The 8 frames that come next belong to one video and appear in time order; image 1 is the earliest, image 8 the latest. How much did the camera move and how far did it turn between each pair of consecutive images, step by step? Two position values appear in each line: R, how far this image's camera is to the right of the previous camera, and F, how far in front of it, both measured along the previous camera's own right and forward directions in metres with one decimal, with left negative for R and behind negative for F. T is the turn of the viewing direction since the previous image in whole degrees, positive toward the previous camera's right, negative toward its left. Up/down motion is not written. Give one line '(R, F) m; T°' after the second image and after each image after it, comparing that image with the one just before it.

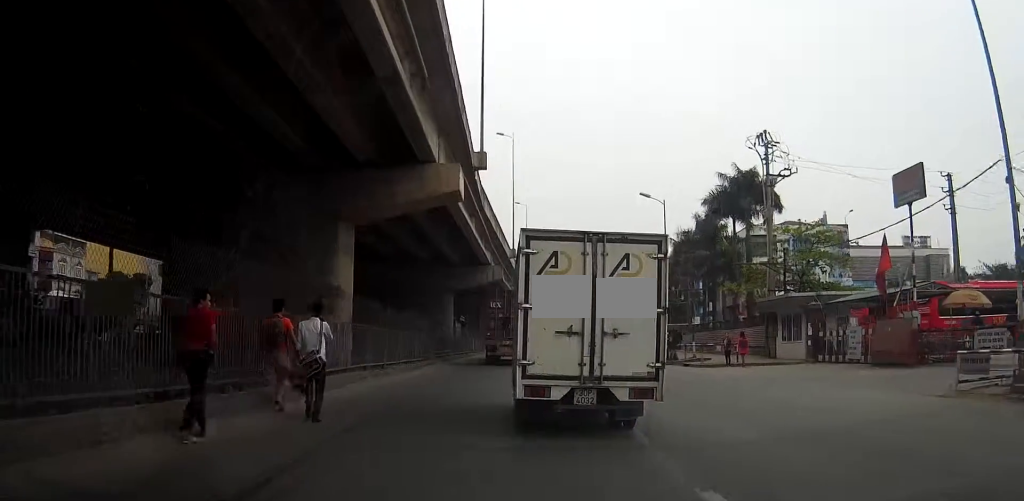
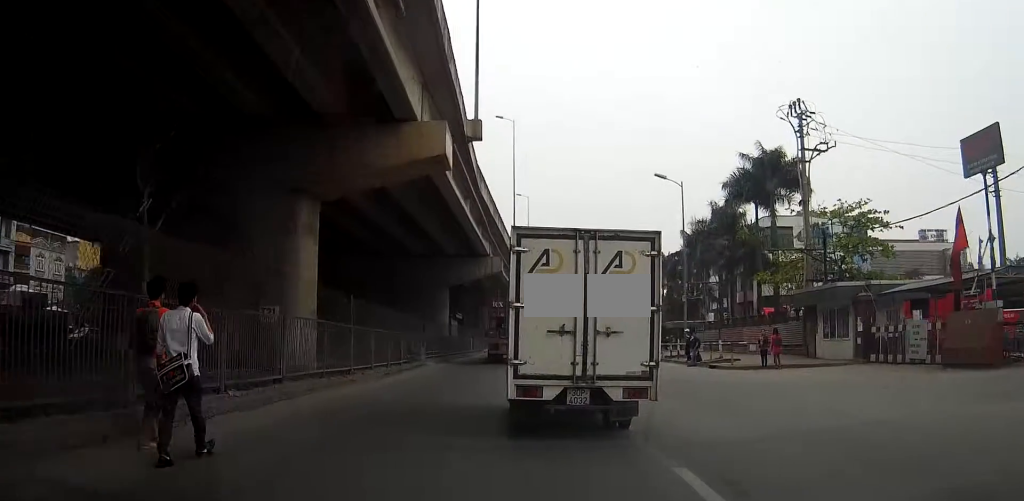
(0.0, +6.1) m; 0°
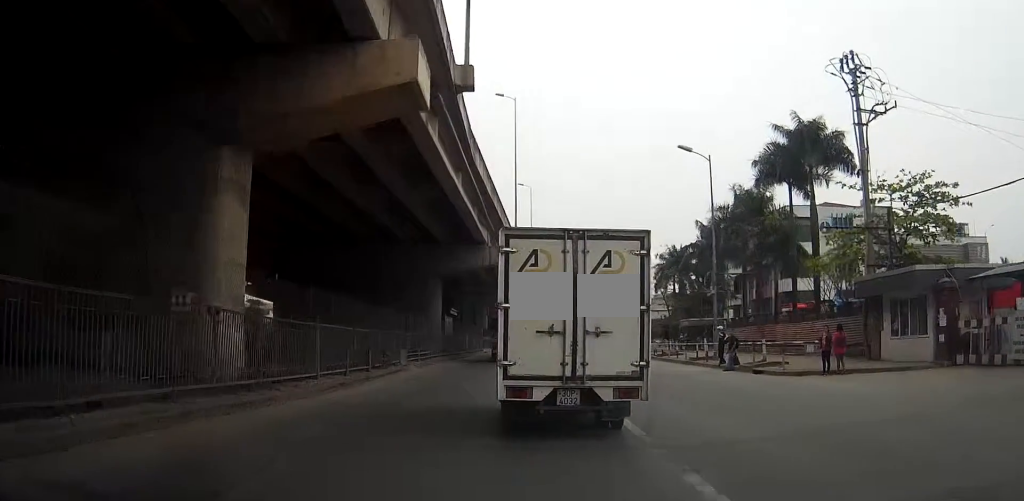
(0.0, +7.5) m; -1°
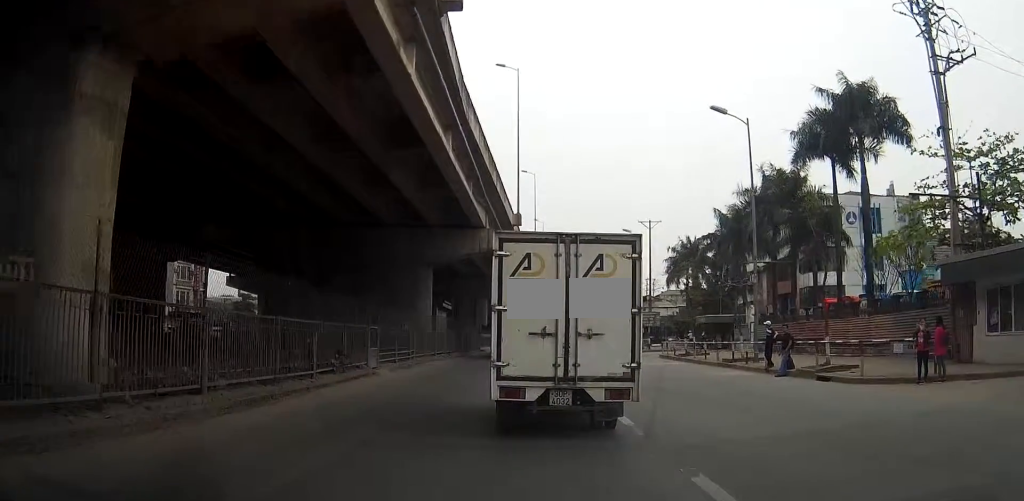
(-0.1, +7.4) m; -2°
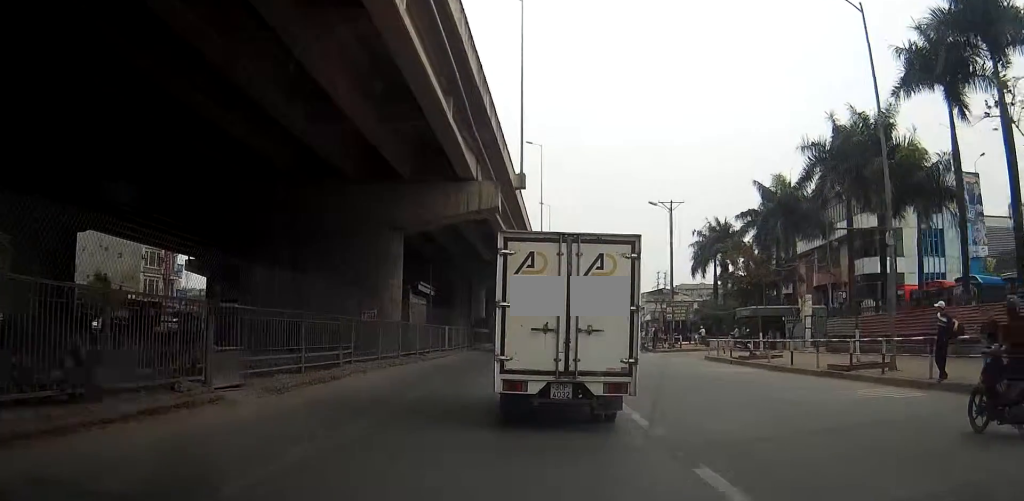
(-0.5, +13.1) m; -3°
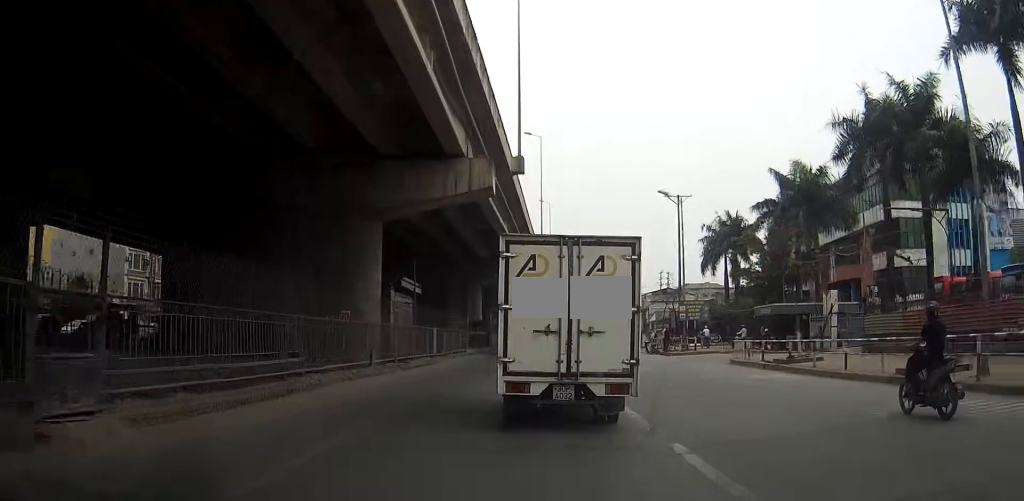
(0.0, +4.7) m; 0°
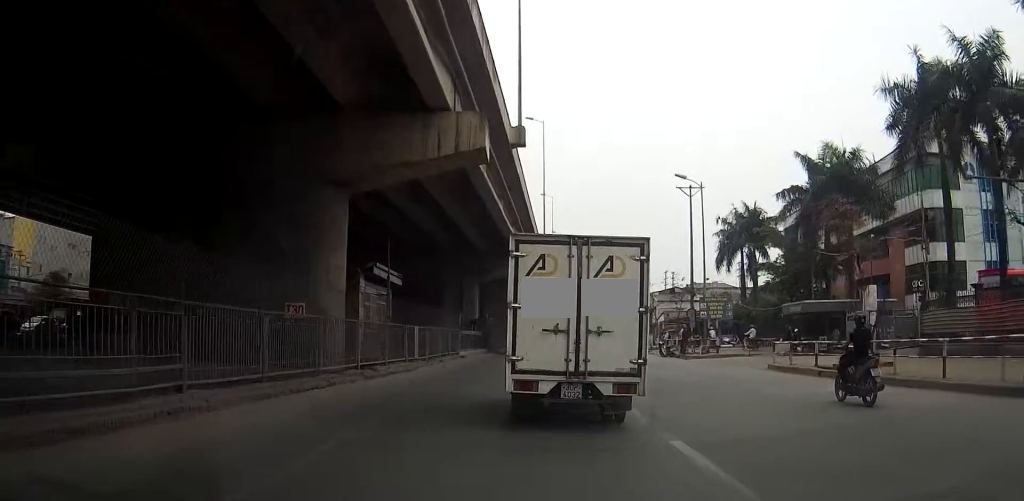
(0.0, +5.6) m; +1°
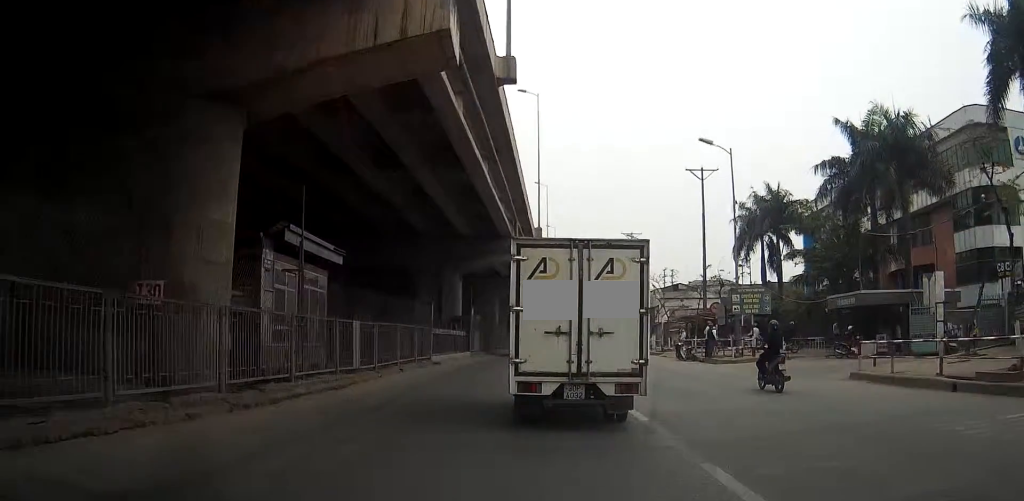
(+0.1, +8.3) m; -1°
